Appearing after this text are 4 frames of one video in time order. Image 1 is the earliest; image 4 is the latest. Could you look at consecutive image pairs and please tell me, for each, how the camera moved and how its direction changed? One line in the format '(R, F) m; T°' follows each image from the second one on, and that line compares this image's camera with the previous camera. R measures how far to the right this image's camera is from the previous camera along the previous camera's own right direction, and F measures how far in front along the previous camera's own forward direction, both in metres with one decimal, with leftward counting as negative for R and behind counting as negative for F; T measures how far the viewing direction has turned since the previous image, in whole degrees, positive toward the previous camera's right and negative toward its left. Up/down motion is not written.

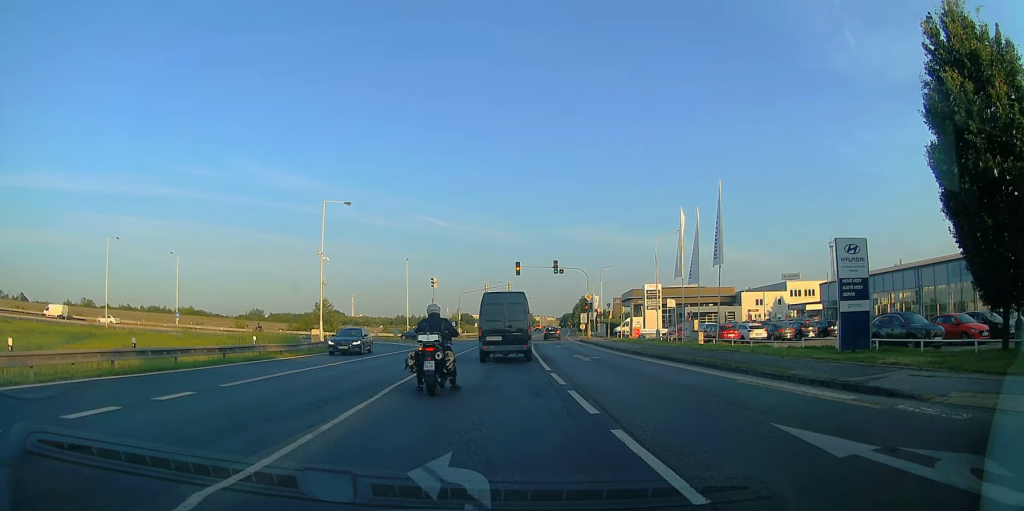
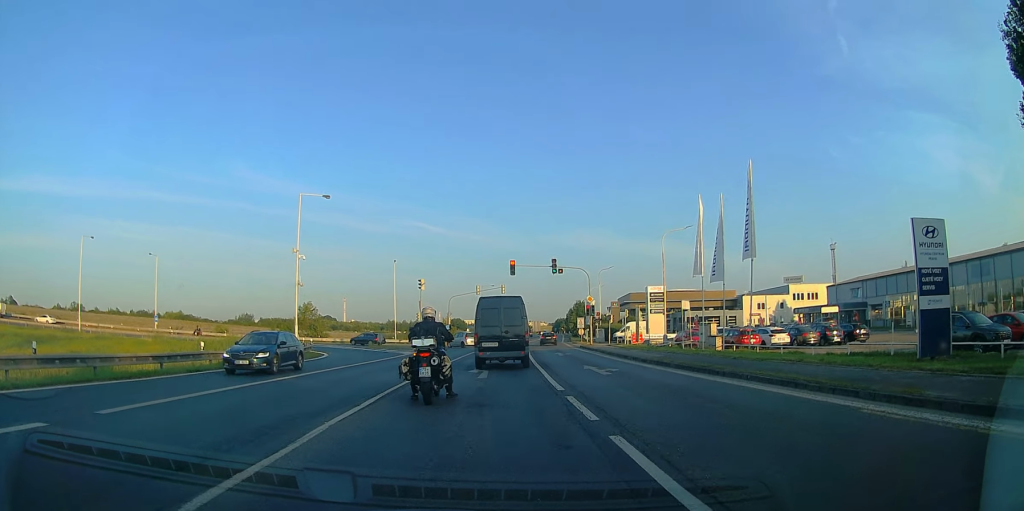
(0.0, +4.9) m; 0°
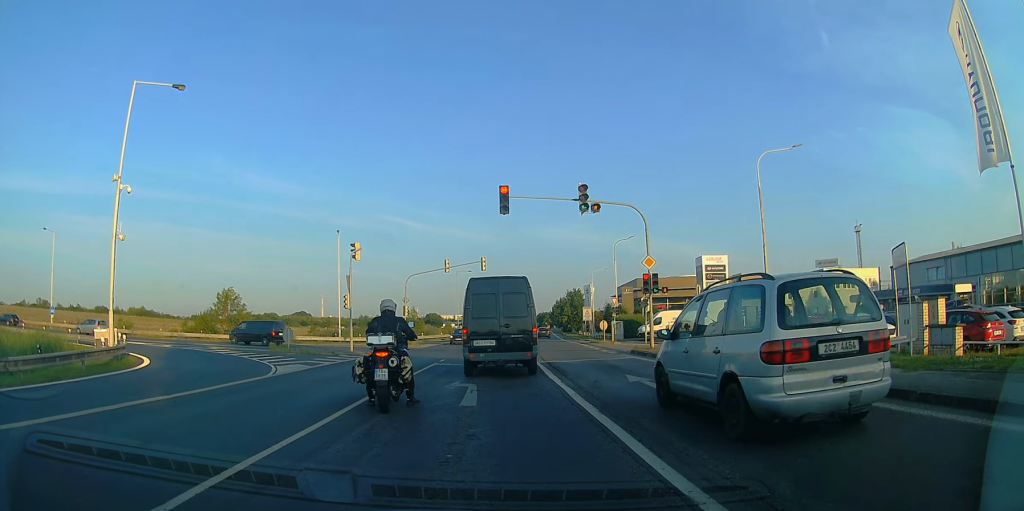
(+0.4, +25.6) m; +7°
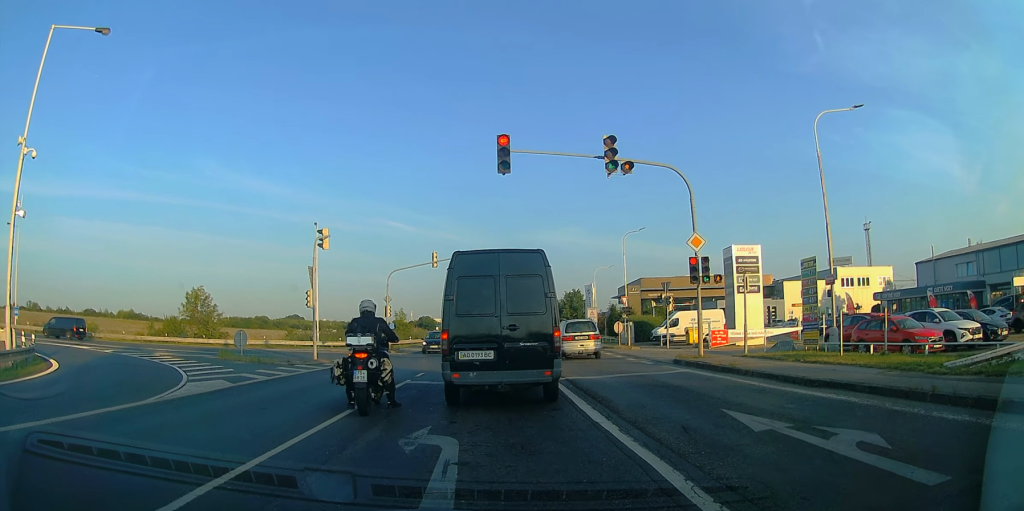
(+0.3, +7.2) m; +1°
